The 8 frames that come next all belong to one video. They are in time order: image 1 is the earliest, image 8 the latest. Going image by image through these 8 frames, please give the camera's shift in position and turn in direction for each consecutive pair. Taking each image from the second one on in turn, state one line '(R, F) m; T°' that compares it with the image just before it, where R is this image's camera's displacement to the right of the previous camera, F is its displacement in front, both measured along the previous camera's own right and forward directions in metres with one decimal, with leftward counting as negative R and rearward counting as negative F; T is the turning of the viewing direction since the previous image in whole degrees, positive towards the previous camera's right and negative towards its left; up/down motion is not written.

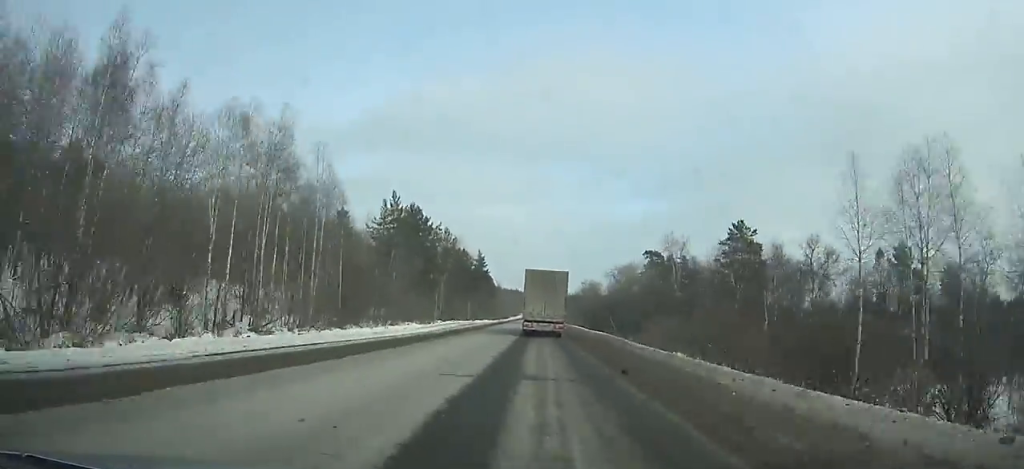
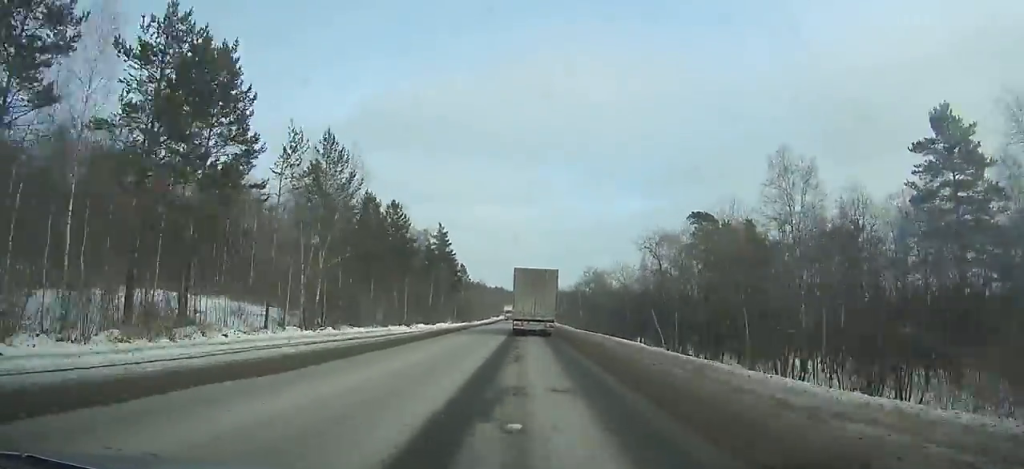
(+0.2, +53.2) m; 0°
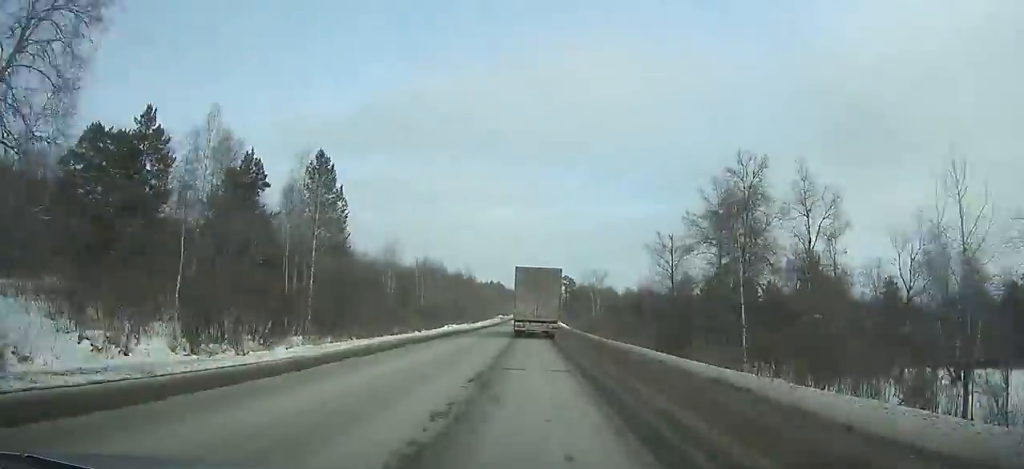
(-0.2, +116.8) m; 0°
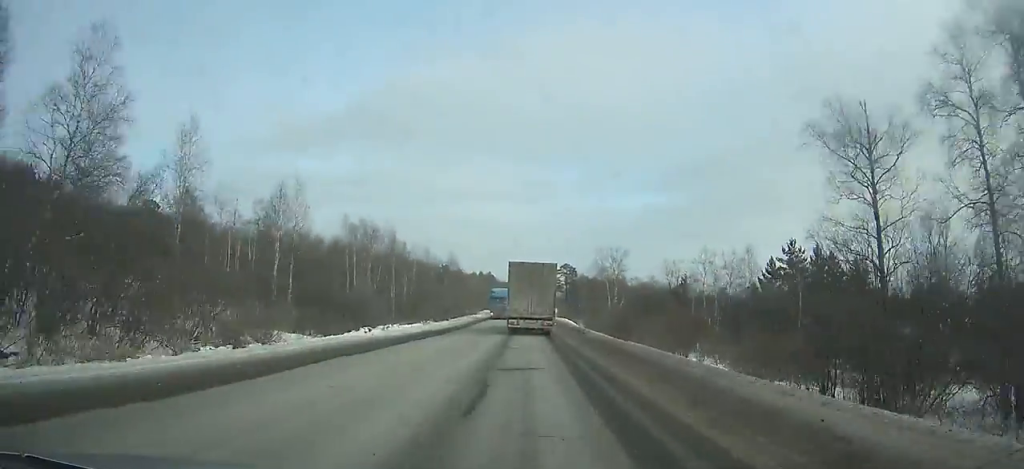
(+0.1, +37.0) m; 0°
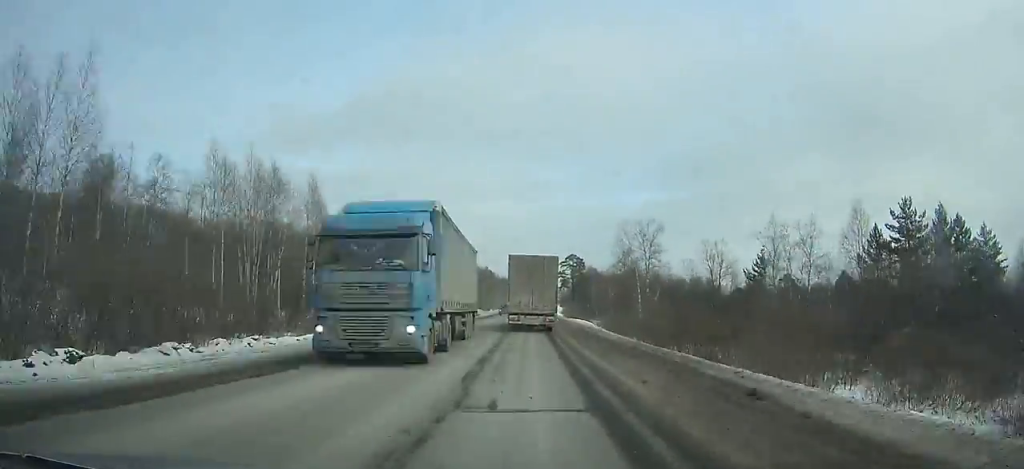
(0.0, +30.4) m; 0°
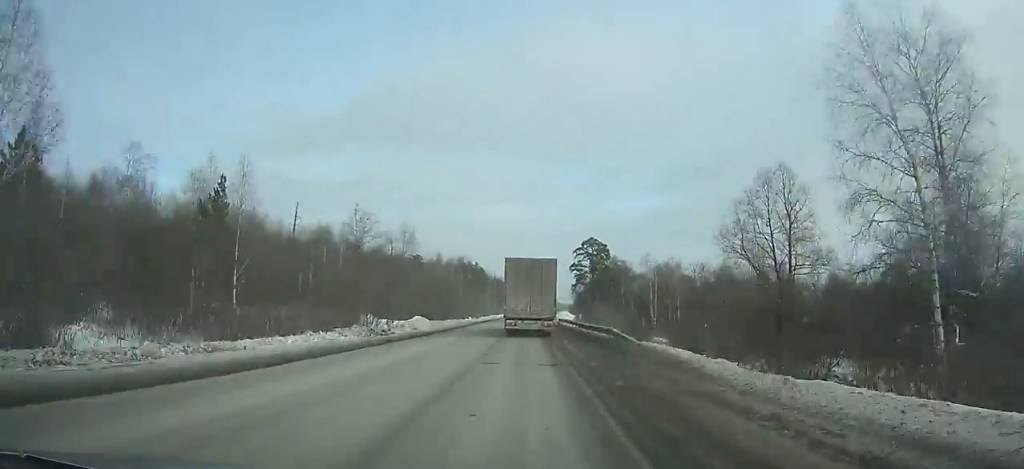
(0.0, +62.2) m; 0°
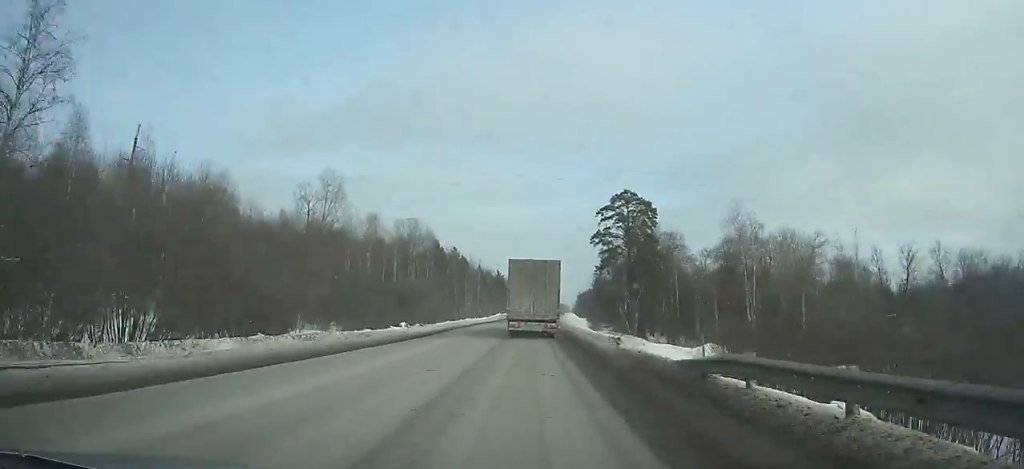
(+0.2, +57.1) m; +1°
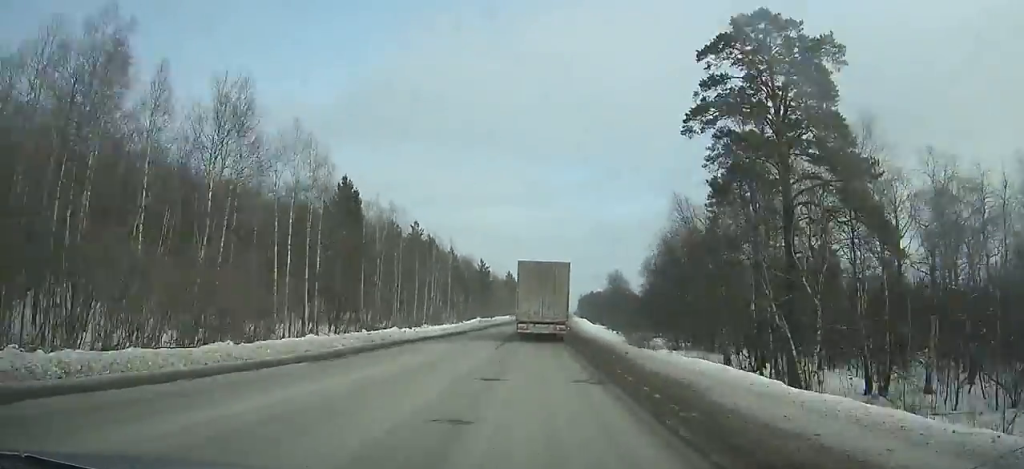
(+0.4, +54.6) m; +1°
